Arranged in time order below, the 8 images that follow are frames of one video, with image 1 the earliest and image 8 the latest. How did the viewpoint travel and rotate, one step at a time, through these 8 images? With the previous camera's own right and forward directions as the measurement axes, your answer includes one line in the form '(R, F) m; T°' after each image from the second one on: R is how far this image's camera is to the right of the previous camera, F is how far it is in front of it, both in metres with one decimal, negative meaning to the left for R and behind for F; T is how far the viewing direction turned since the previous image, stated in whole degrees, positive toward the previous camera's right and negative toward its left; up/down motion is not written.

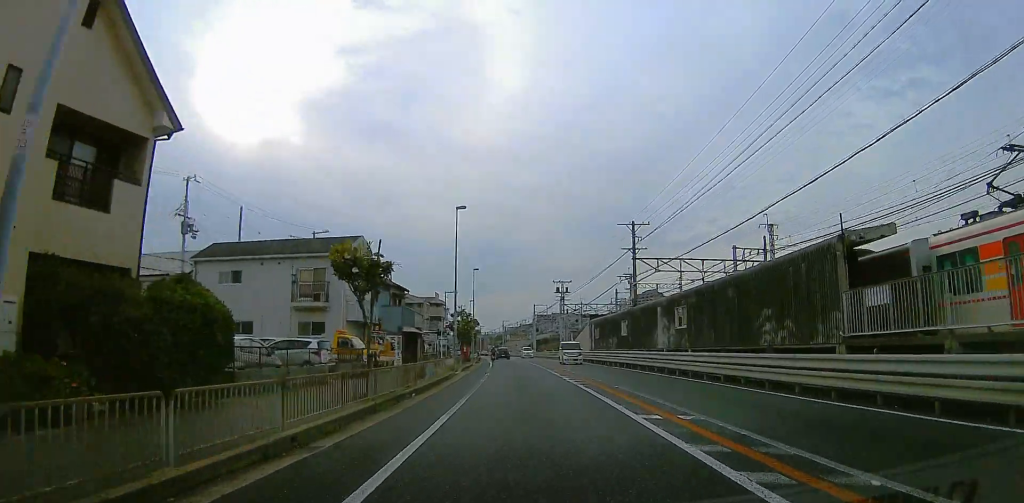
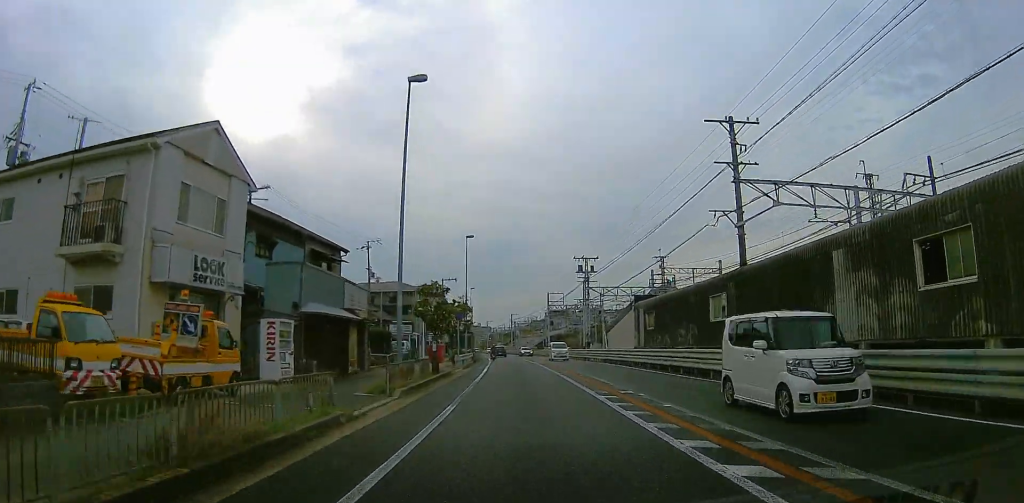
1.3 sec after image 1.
(-0.1, +18.7) m; 0°
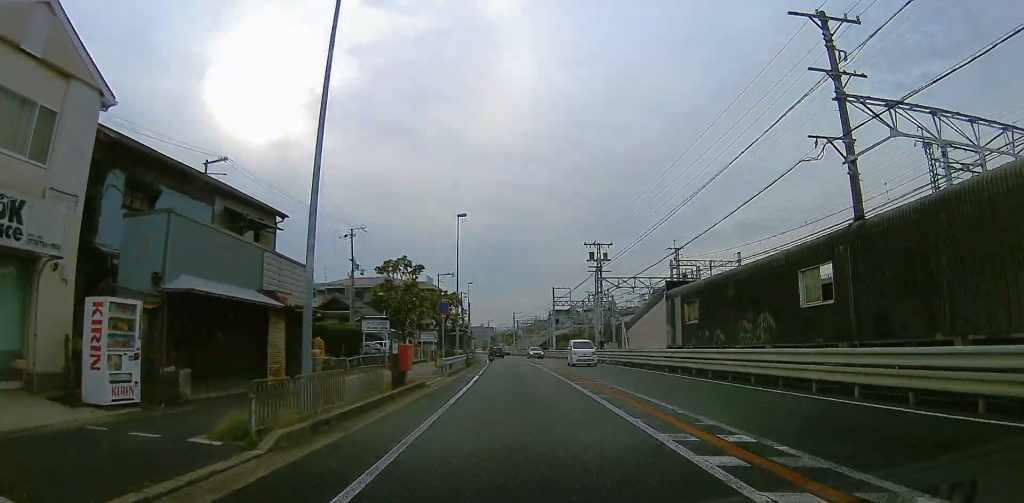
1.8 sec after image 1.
(+0.2, +8.0) m; 0°
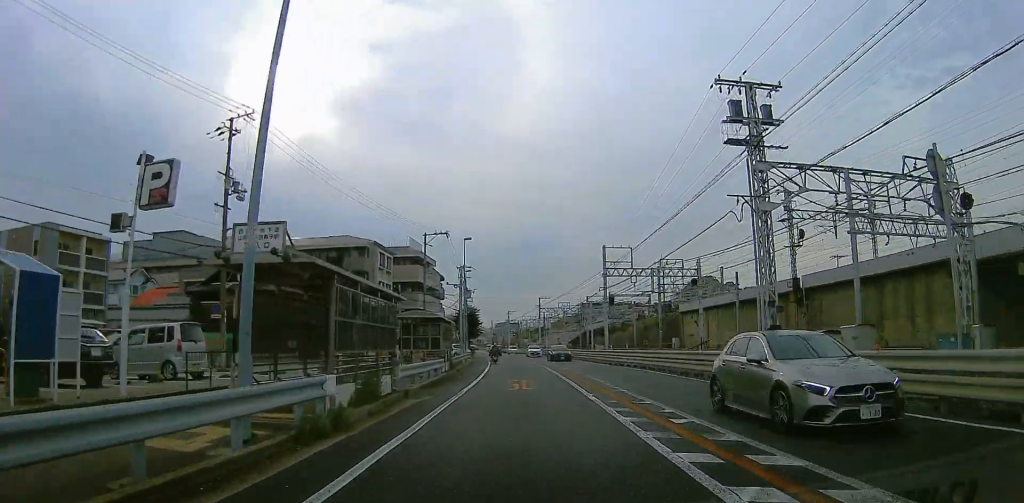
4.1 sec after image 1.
(-0.2, +33.4) m; -2°
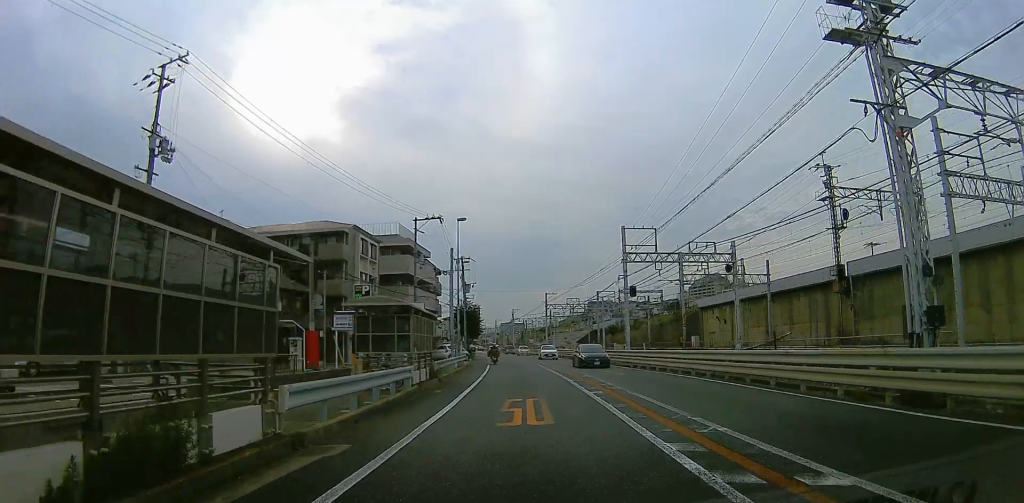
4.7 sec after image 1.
(-0.1, +8.3) m; -3°
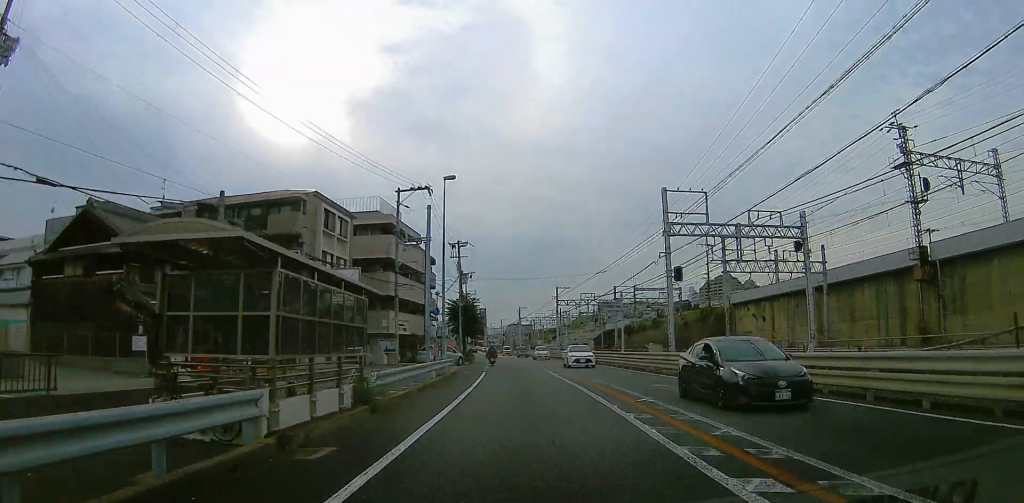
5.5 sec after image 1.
(-0.4, +11.1) m; 0°
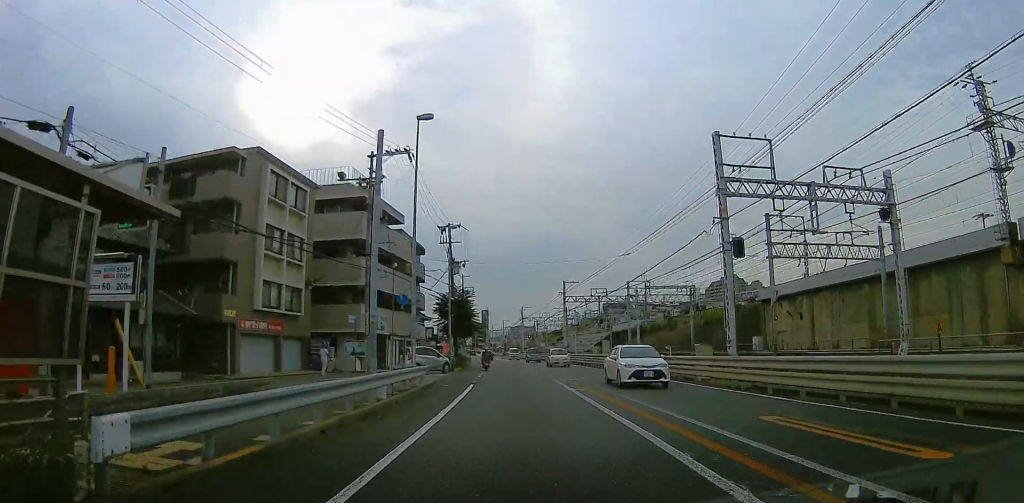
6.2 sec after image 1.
(+0.1, +9.0) m; 0°
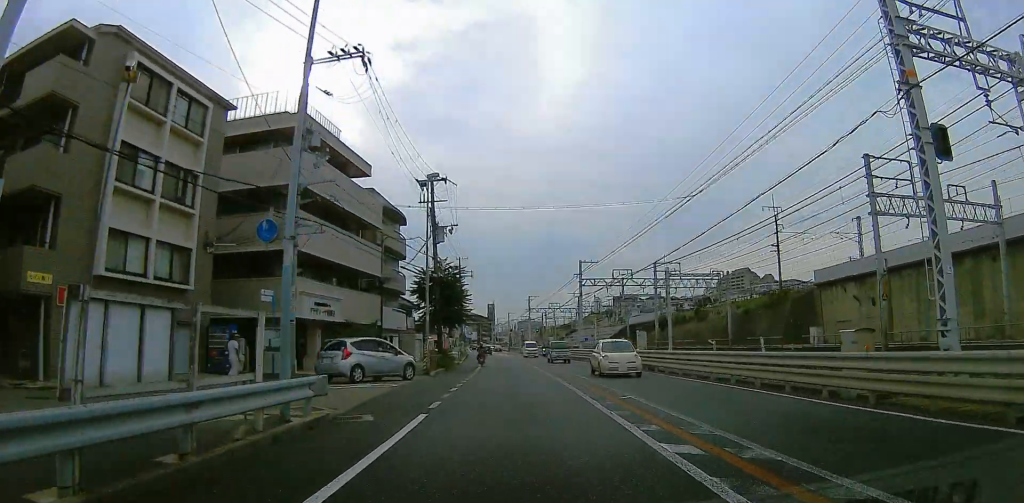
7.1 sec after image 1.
(+0.1, +12.4) m; +1°
